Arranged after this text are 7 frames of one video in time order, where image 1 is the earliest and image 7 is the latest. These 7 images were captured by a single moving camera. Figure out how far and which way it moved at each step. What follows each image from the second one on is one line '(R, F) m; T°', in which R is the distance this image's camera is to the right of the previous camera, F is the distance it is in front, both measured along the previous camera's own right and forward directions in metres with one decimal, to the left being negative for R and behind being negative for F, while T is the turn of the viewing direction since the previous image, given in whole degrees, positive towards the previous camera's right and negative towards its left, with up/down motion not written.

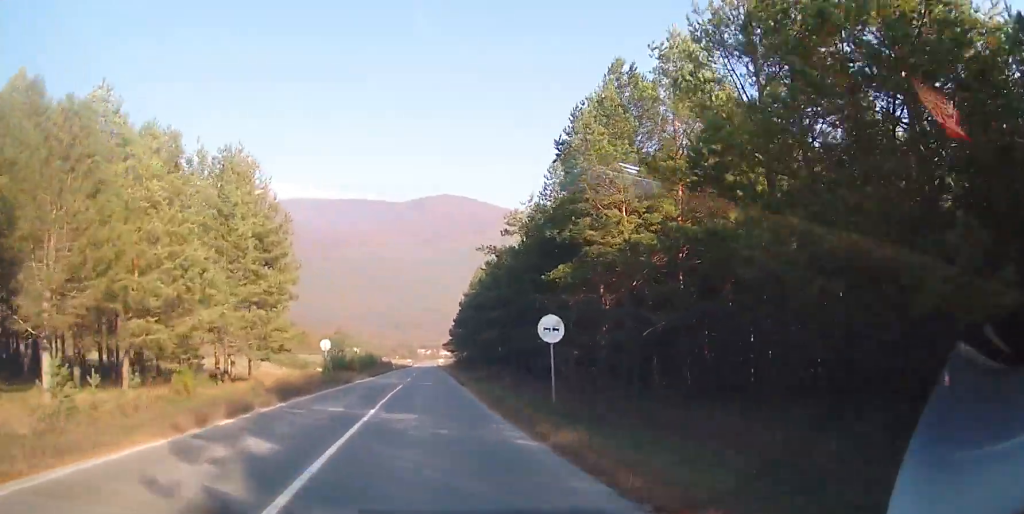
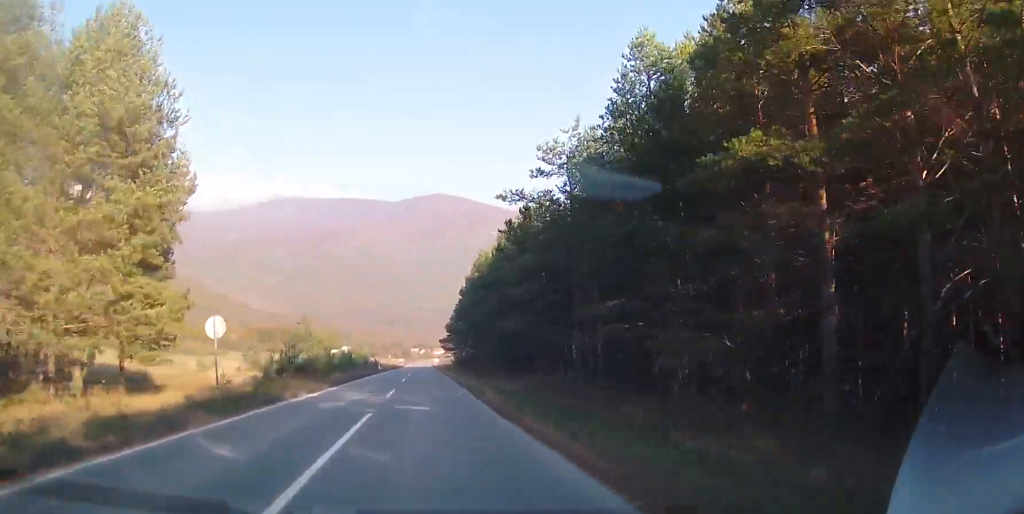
(0.0, +18.1) m; 0°
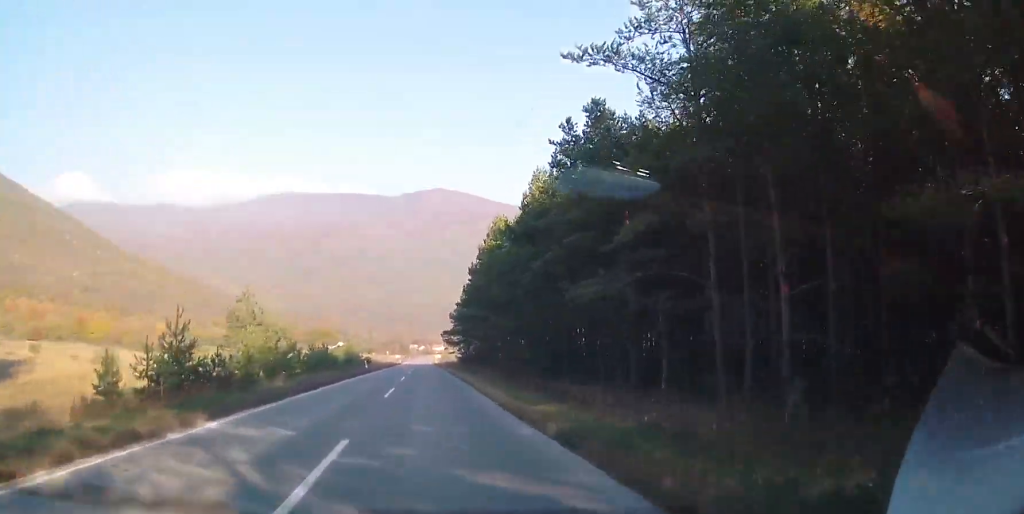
(0.0, +17.3) m; +1°
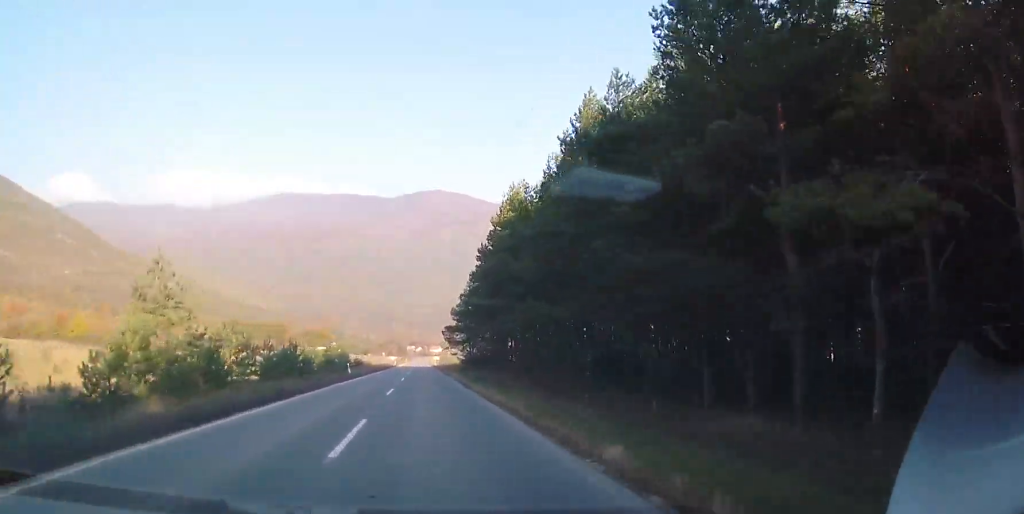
(0.0, +11.9) m; +1°
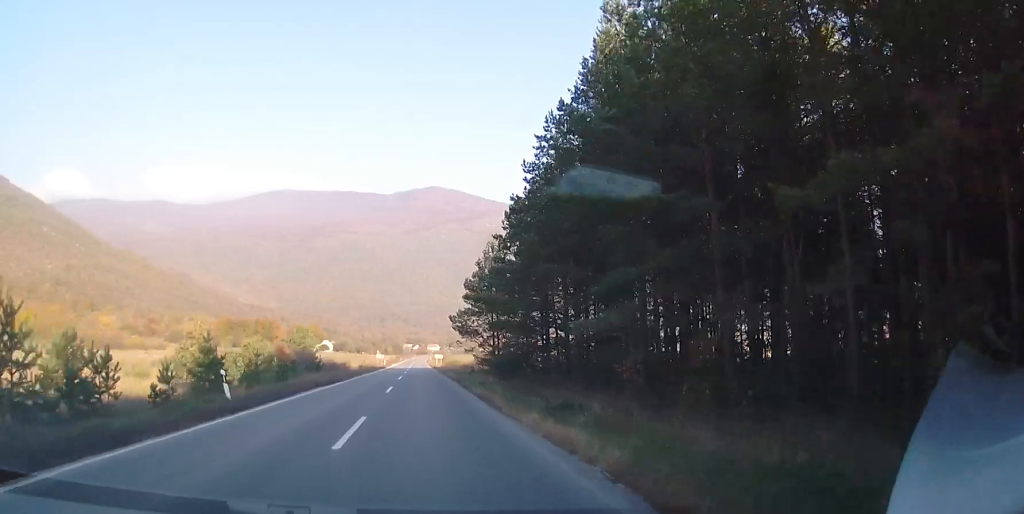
(+0.6, +28.6) m; +1°
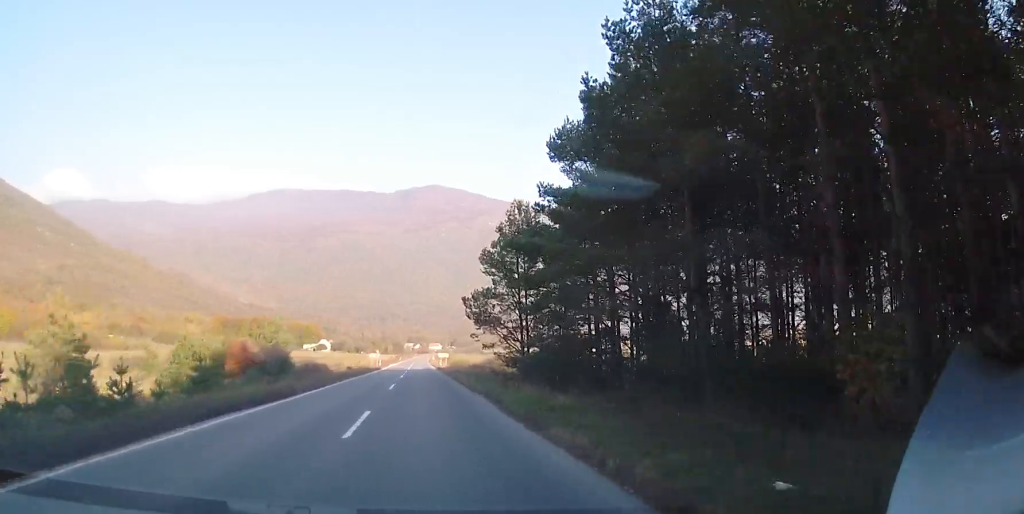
(0.0, +13.8) m; 0°
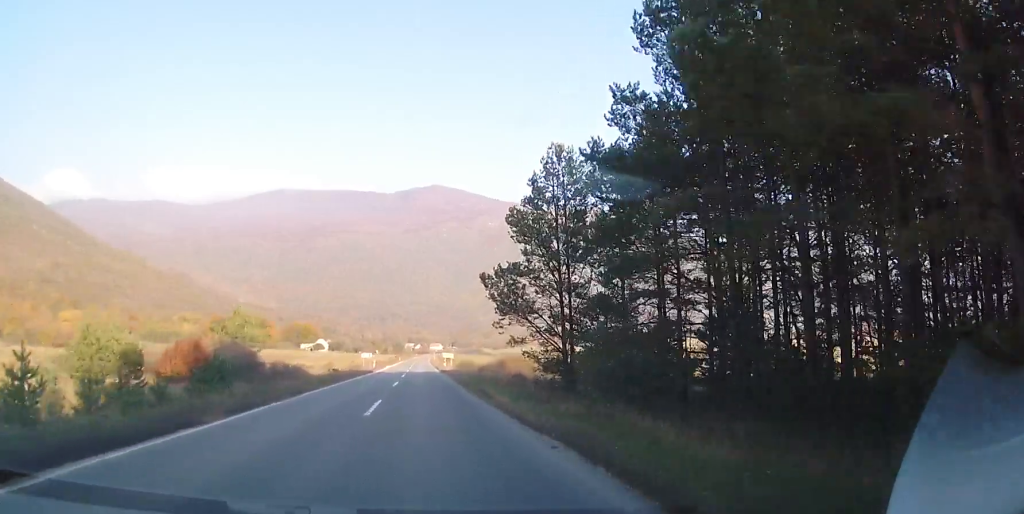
(-0.1, +11.0) m; +1°
